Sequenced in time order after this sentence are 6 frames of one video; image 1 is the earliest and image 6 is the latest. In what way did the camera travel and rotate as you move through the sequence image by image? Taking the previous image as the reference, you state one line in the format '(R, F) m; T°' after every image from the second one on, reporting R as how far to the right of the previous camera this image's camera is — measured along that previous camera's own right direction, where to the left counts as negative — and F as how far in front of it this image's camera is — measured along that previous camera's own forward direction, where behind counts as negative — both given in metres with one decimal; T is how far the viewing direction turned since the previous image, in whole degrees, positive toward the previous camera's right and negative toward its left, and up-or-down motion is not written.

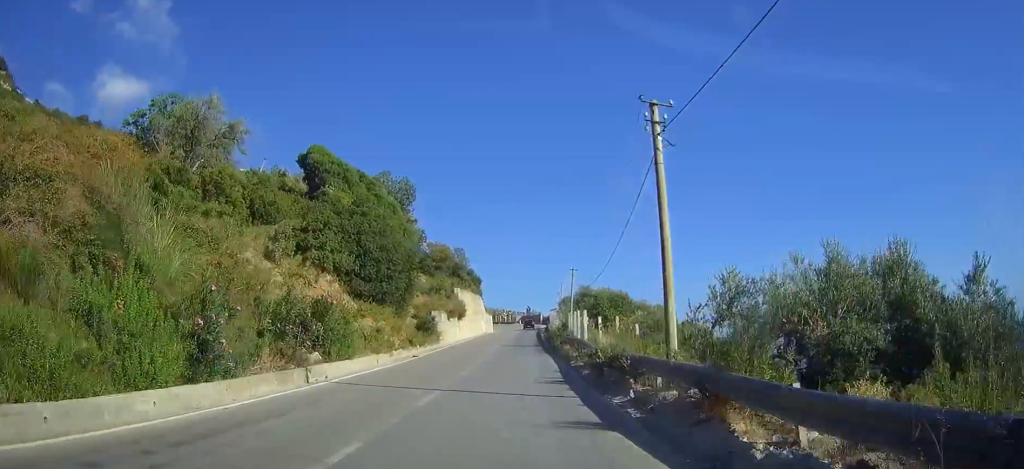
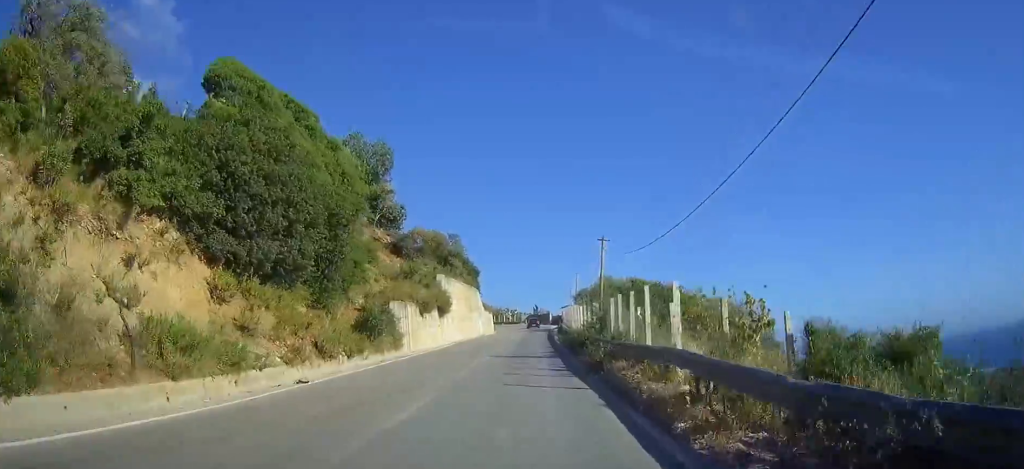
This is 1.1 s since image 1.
(-0.1, +17.5) m; 0°
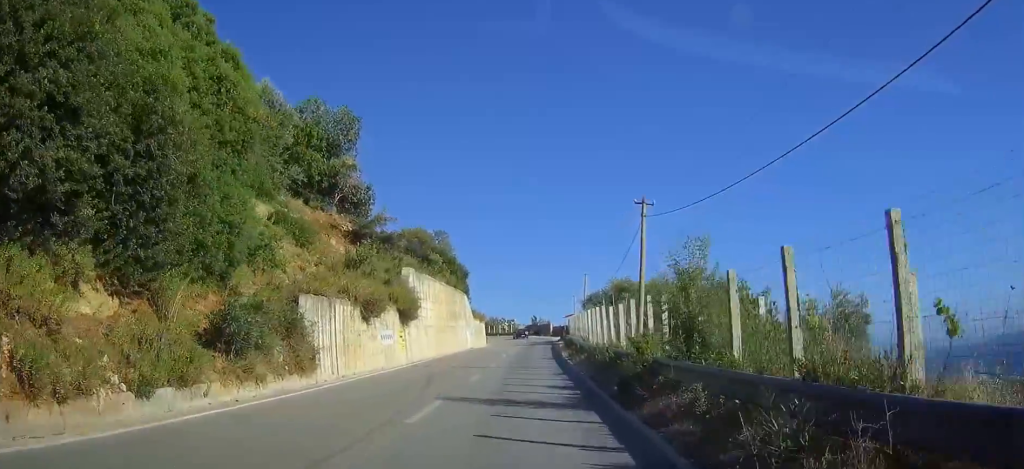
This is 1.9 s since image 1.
(+0.1, +13.1) m; 0°
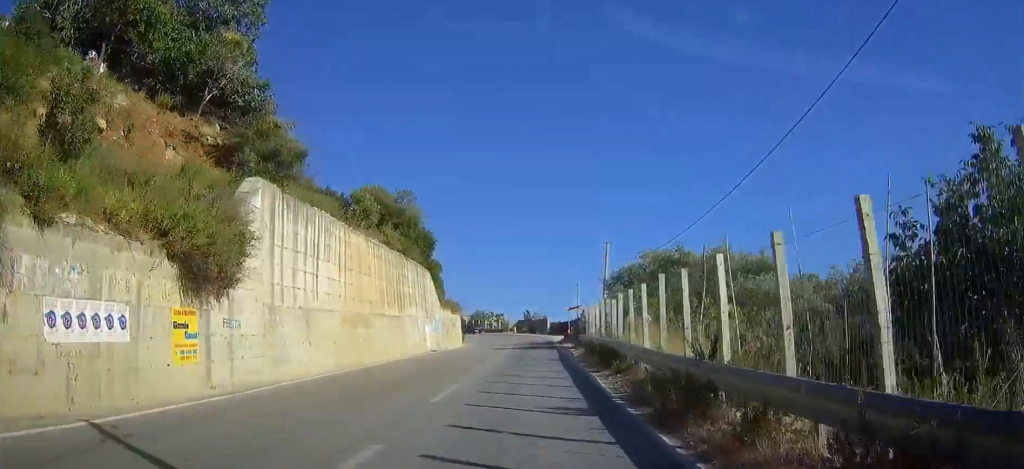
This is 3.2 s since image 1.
(0.0, +21.1) m; 0°
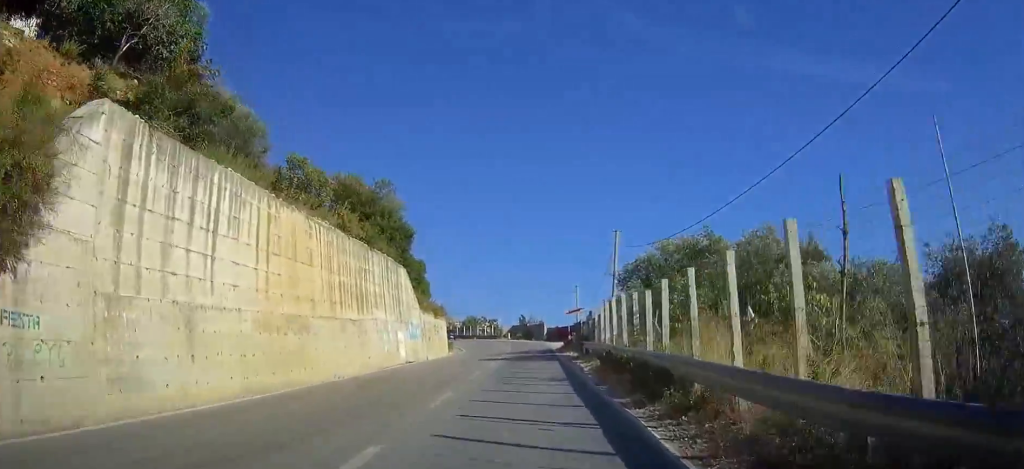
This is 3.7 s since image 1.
(0.0, +7.0) m; 0°
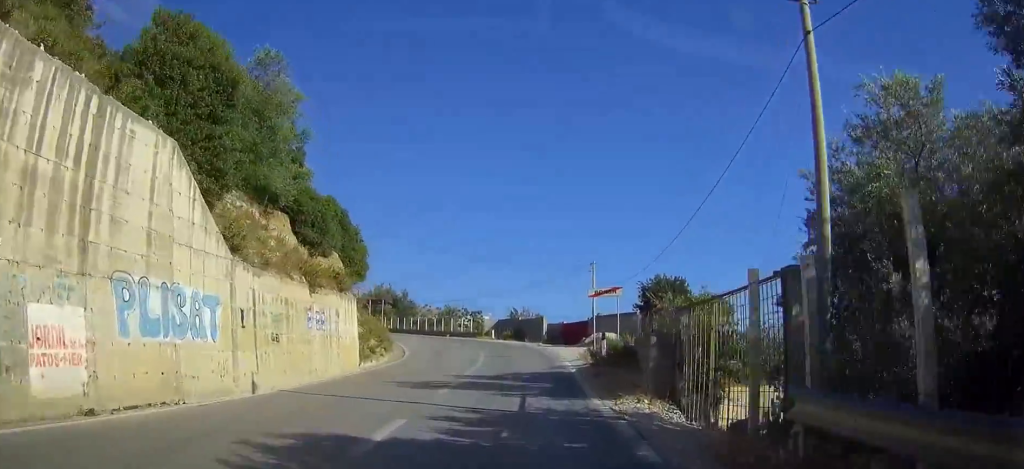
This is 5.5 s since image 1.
(+0.3, +25.7) m; +1°
